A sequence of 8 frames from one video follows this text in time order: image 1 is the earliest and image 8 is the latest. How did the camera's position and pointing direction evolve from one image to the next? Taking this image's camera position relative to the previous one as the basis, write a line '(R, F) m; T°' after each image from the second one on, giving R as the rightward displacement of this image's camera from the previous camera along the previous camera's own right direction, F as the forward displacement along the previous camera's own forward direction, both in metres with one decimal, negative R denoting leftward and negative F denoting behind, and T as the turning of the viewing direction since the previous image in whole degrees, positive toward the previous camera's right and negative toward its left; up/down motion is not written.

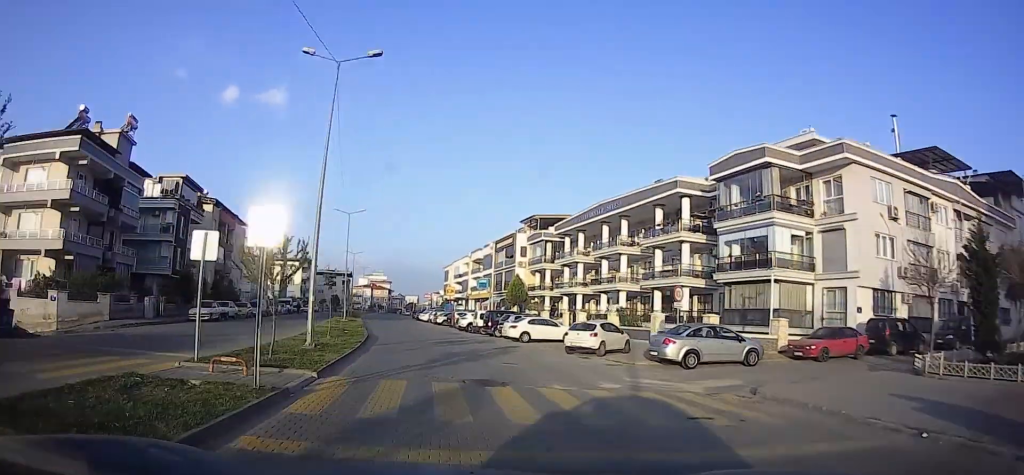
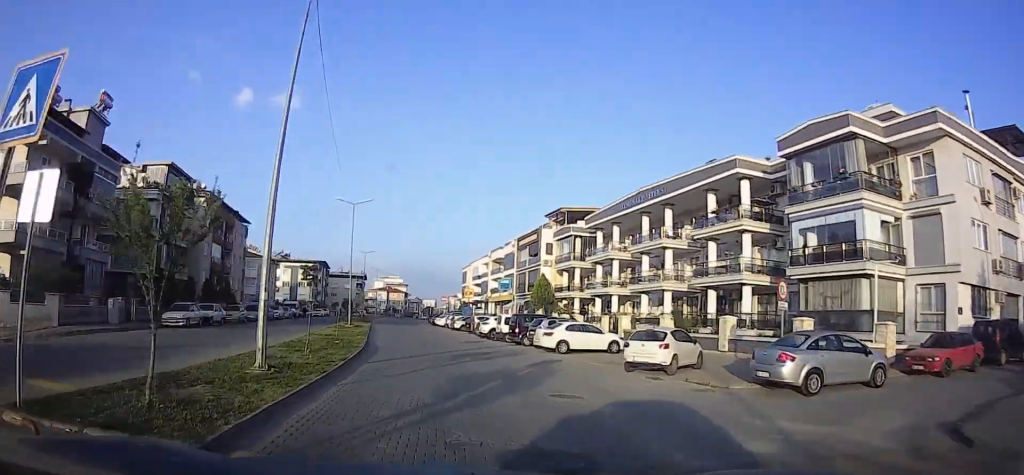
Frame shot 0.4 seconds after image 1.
(-0.2, +6.8) m; -1°
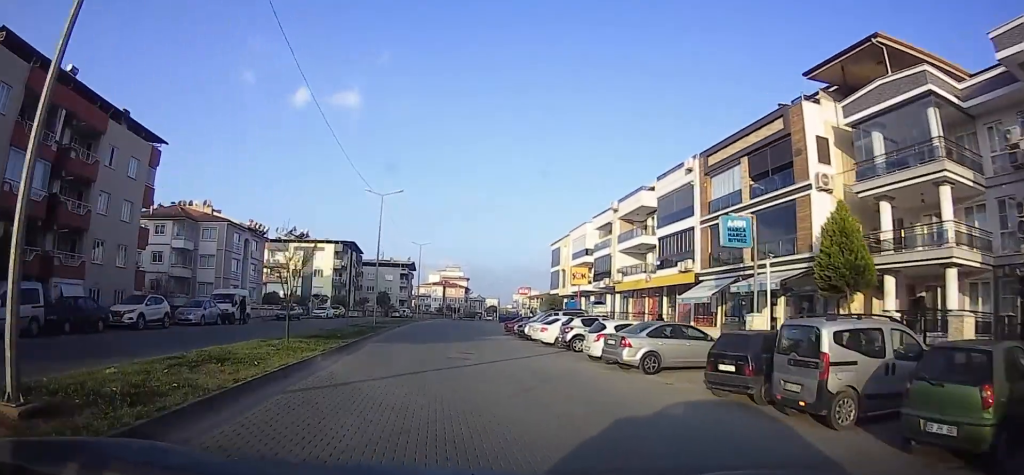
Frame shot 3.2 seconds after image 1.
(-2.2, +43.5) m; -6°
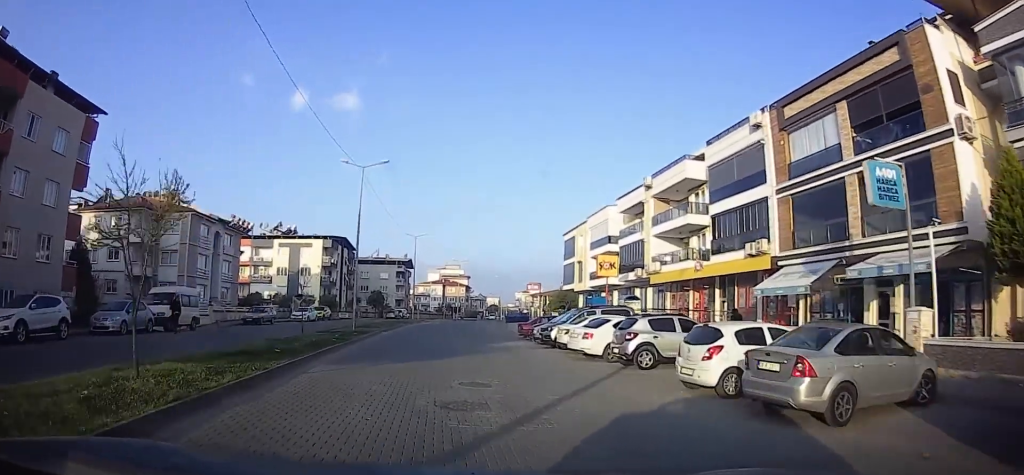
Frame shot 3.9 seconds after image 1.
(-0.1, +9.1) m; 0°
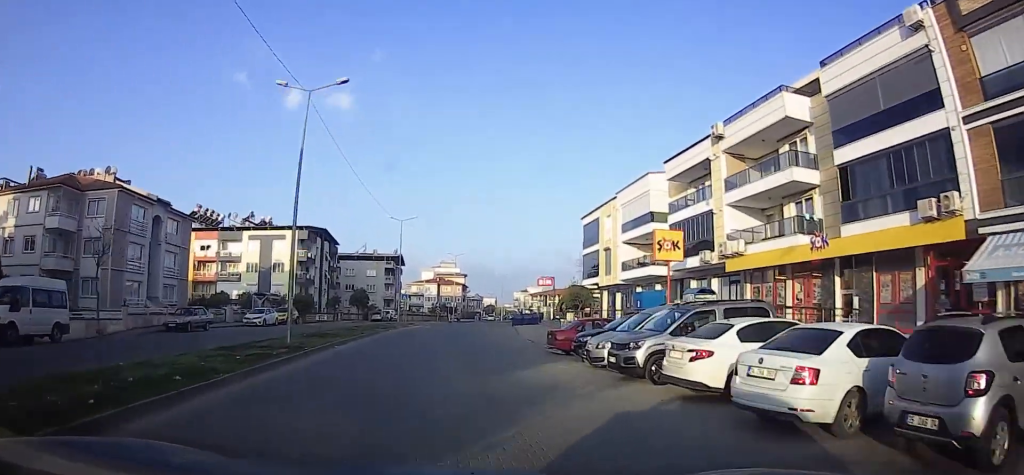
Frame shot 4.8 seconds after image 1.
(0.0, +12.2) m; +1°
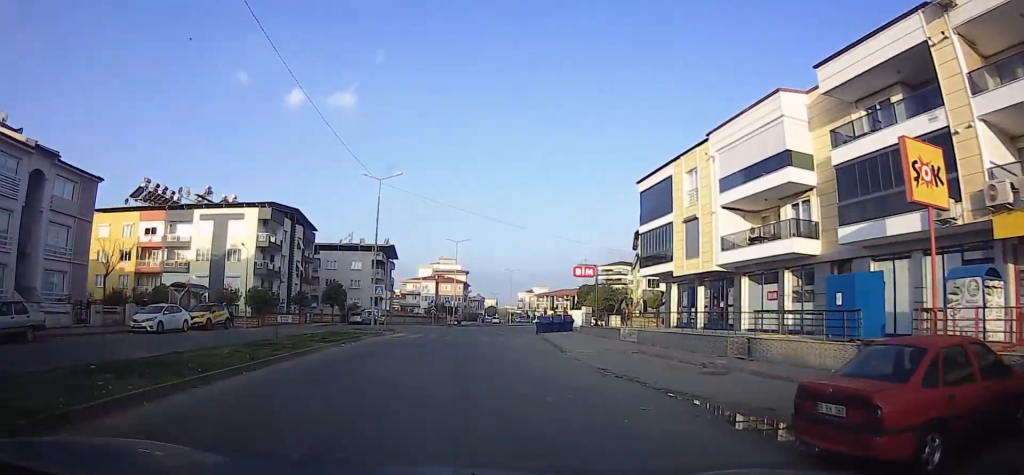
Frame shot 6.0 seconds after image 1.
(+0.3, +16.1) m; +2°
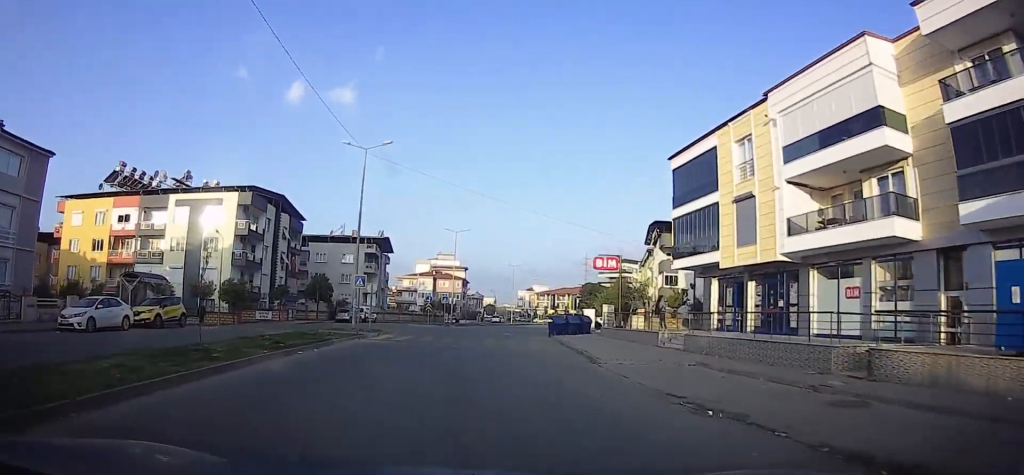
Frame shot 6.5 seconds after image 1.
(0.0, +5.8) m; 0°
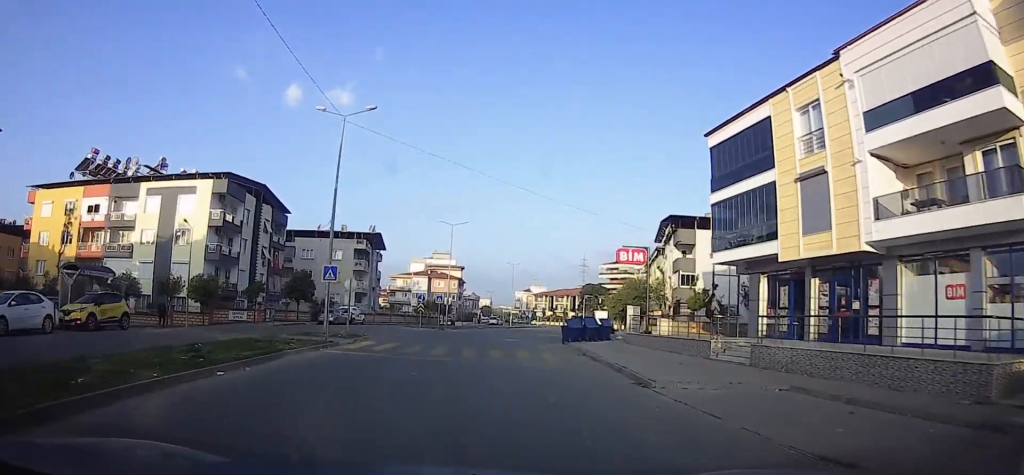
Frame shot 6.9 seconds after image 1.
(0.0, +5.4) m; 0°
